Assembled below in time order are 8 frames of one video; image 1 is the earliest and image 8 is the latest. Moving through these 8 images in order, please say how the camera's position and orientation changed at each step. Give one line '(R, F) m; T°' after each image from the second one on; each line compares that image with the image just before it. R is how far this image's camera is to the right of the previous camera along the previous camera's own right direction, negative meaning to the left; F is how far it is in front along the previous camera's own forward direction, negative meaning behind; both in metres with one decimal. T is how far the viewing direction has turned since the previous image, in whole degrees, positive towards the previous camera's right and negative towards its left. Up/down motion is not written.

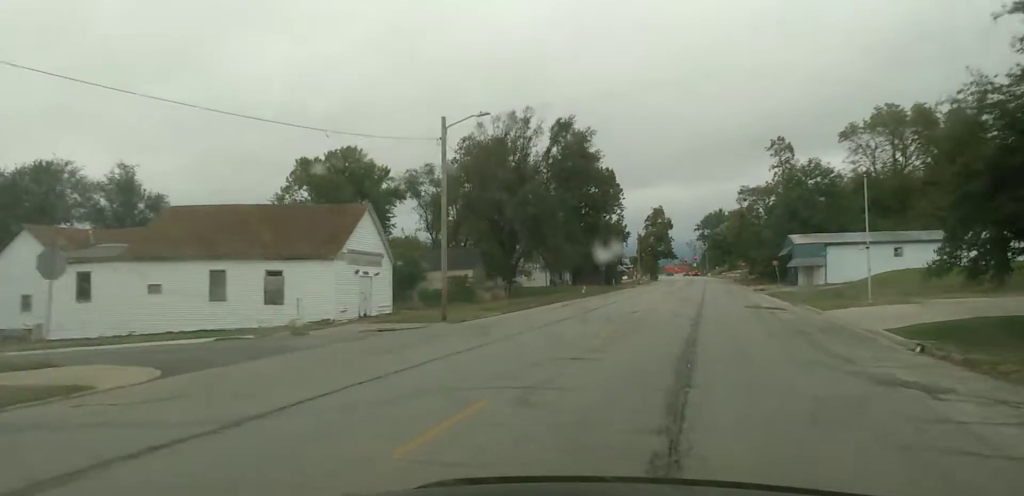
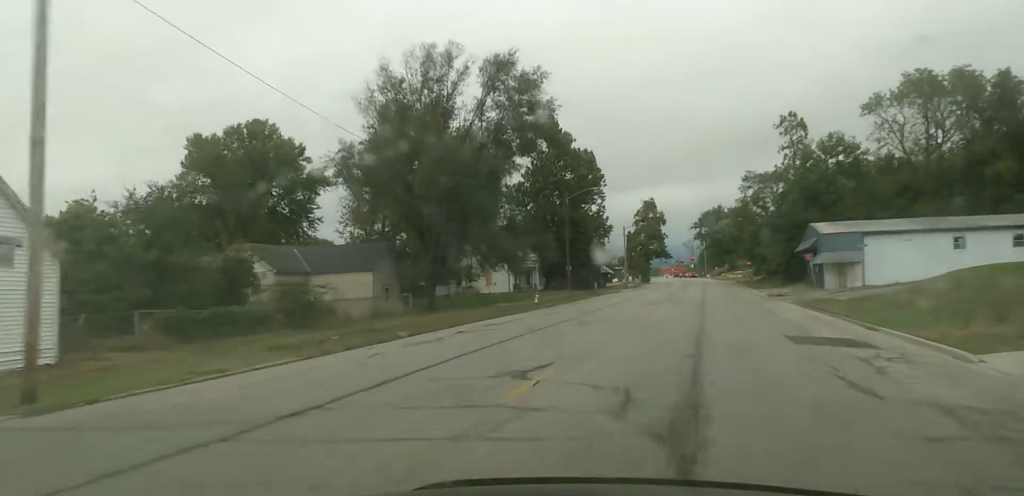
(-0.2, +21.8) m; -1°
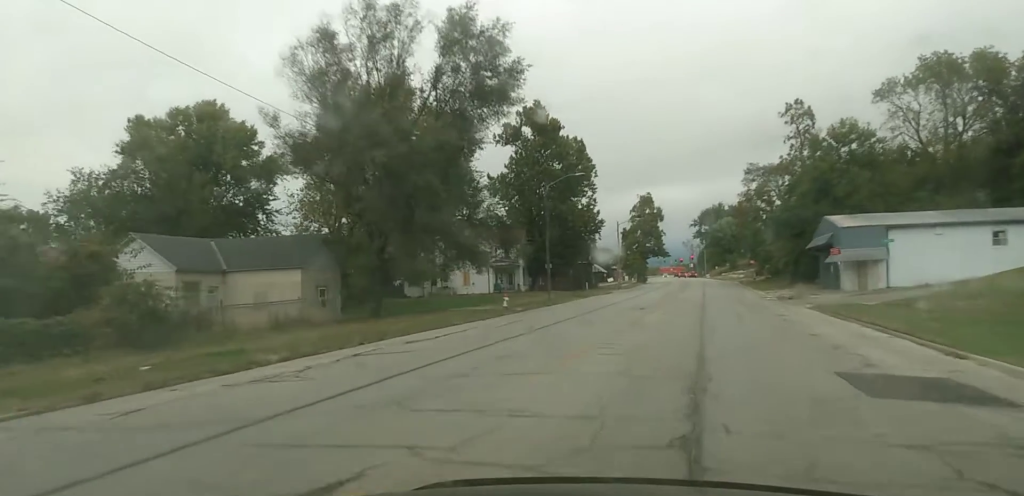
(-0.1, +8.7) m; 0°
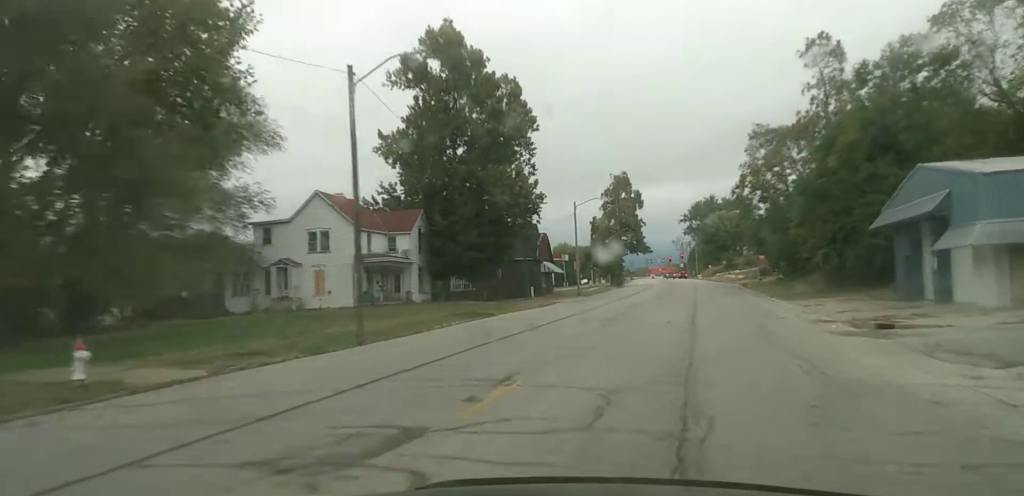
(-0.1, +30.9) m; 0°
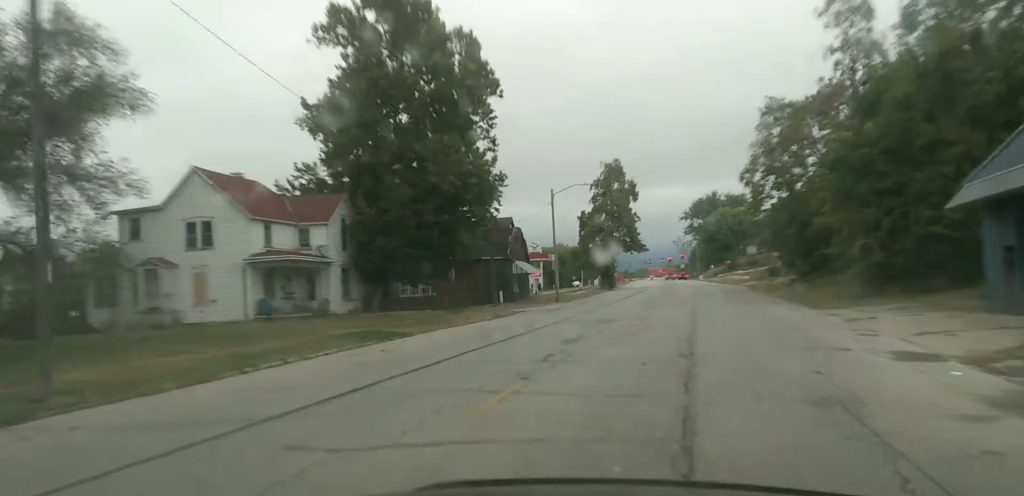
(+0.1, +12.4) m; +1°
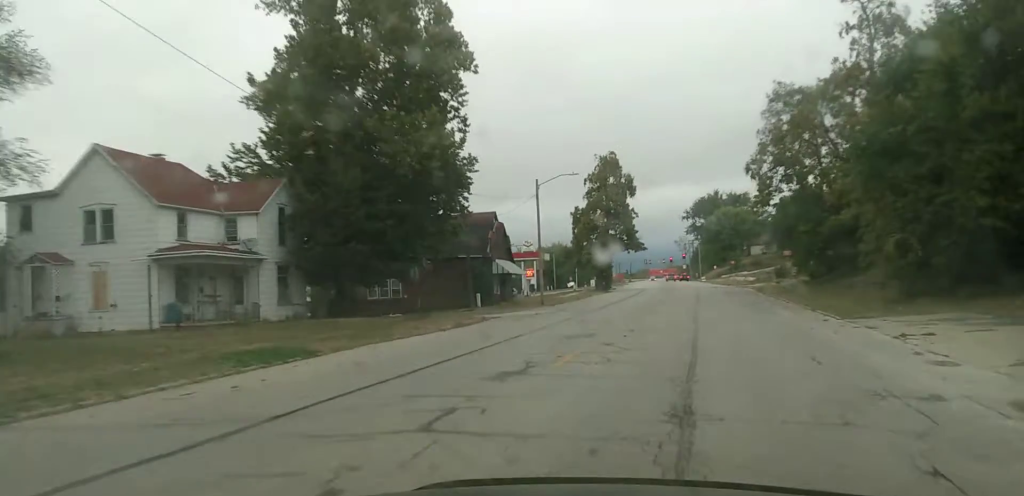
(+0.1, +9.4) m; +1°
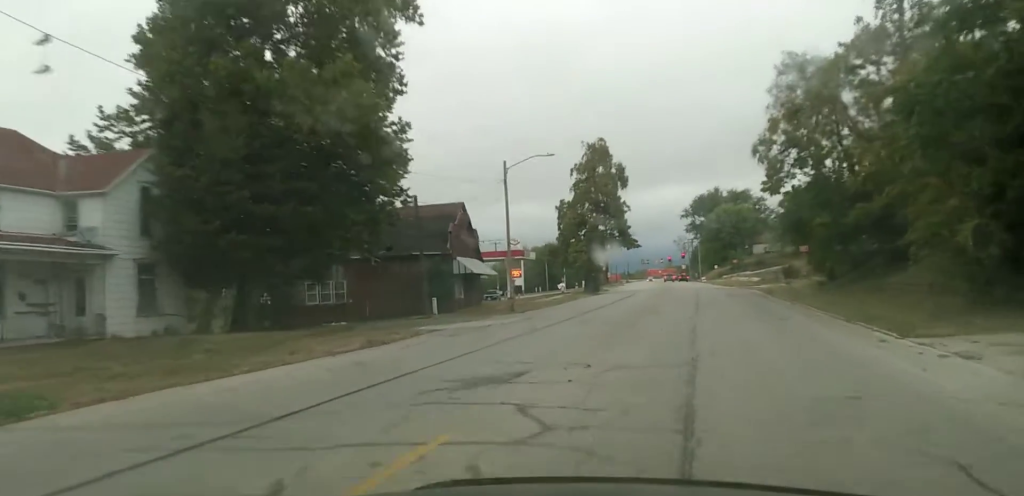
(0.0, +7.4) m; 0°
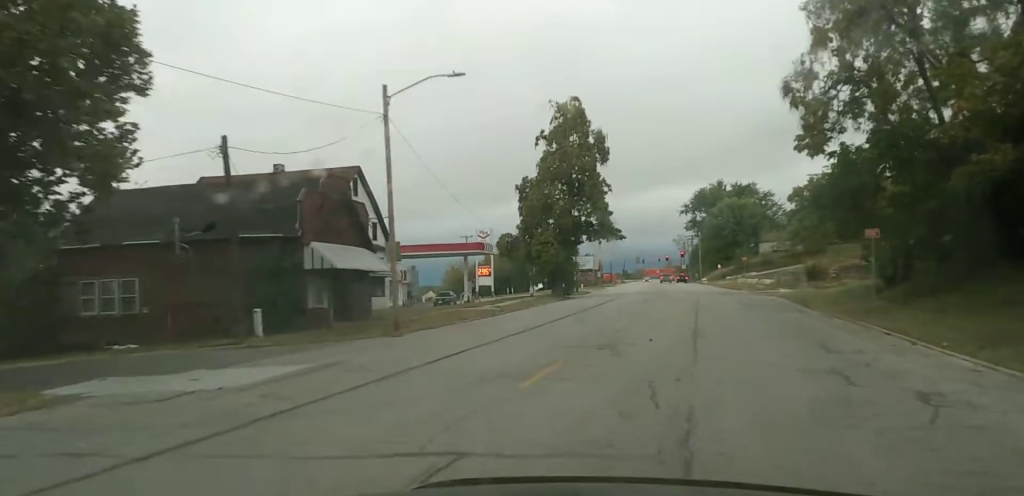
(+0.1, +18.6) m; 0°
